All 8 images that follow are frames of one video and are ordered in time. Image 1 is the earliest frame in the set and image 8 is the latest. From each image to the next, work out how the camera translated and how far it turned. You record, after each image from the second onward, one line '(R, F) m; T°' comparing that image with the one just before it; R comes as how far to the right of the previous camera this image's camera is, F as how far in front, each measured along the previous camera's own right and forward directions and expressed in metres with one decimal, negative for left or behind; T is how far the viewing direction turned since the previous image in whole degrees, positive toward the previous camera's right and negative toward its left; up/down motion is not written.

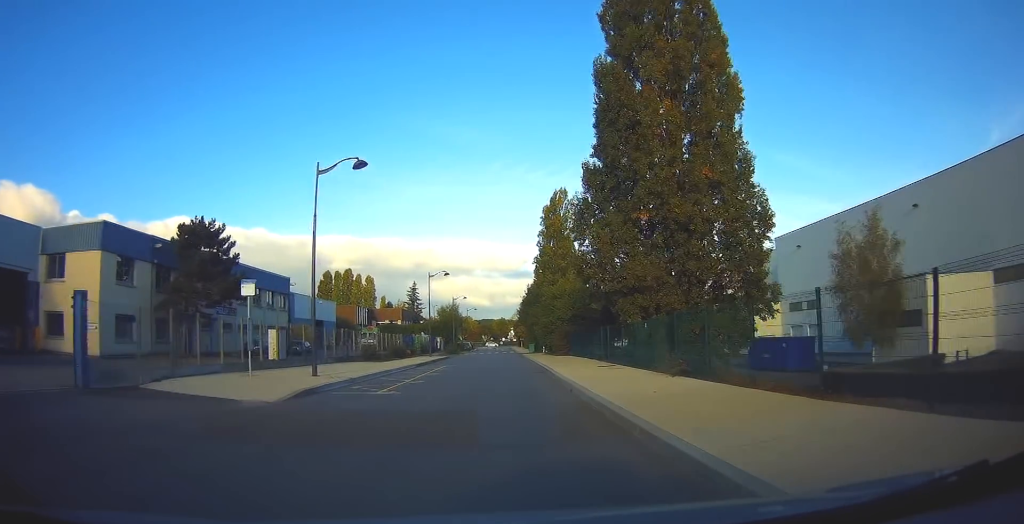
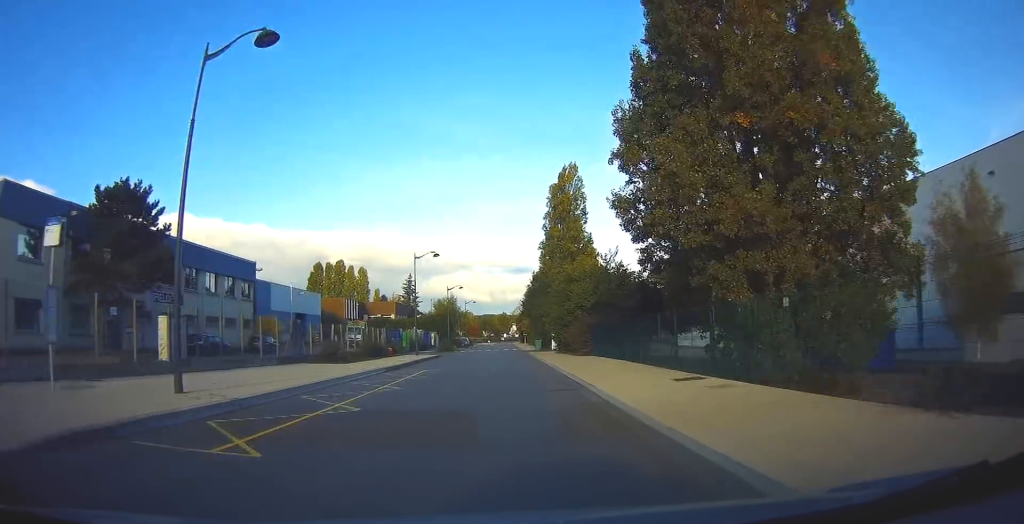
(-0.4, +9.2) m; -4°
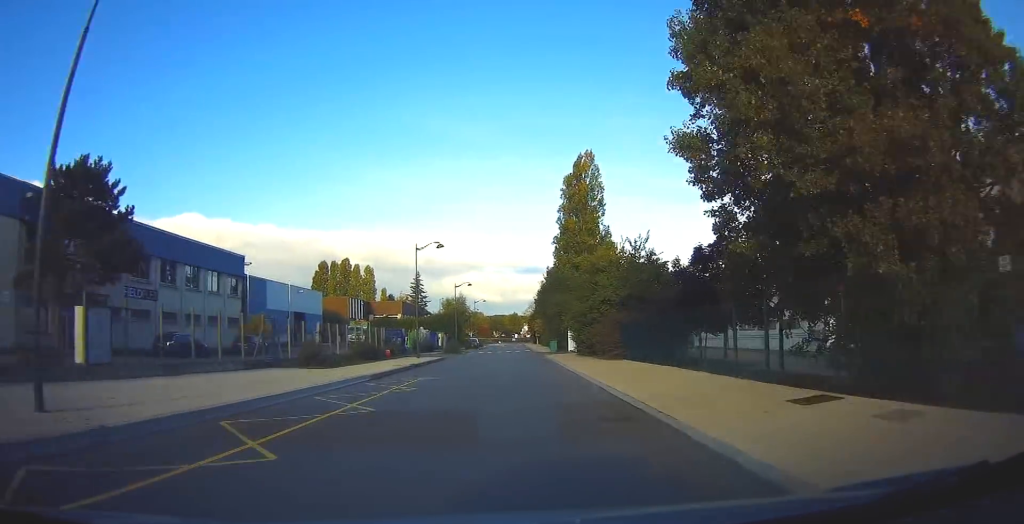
(0.0, +4.8) m; -1°
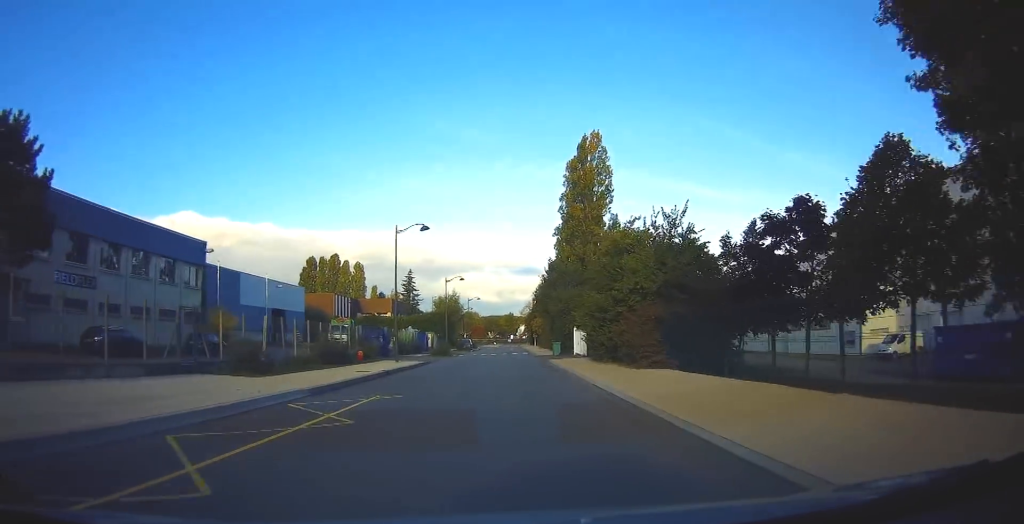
(-0.1, +6.5) m; +1°
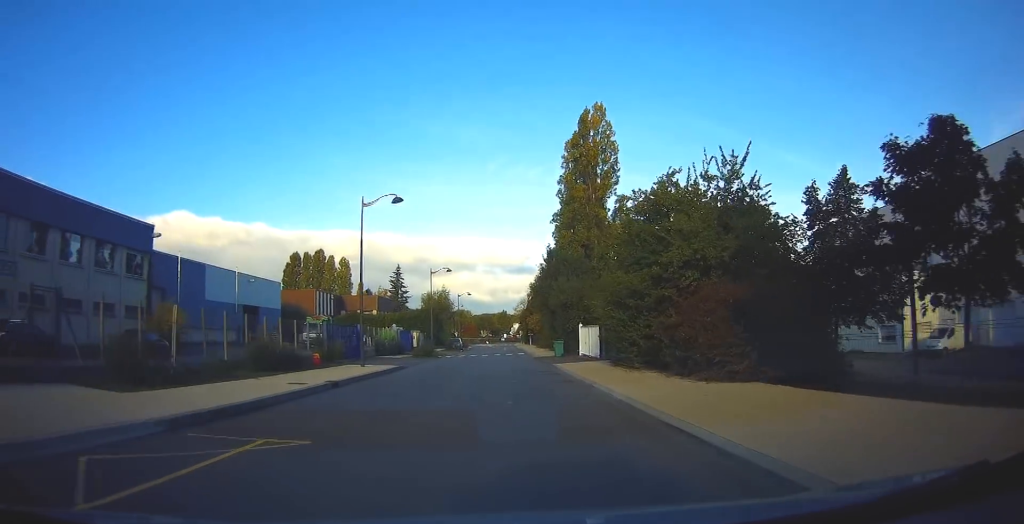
(+0.1, +6.5) m; +1°
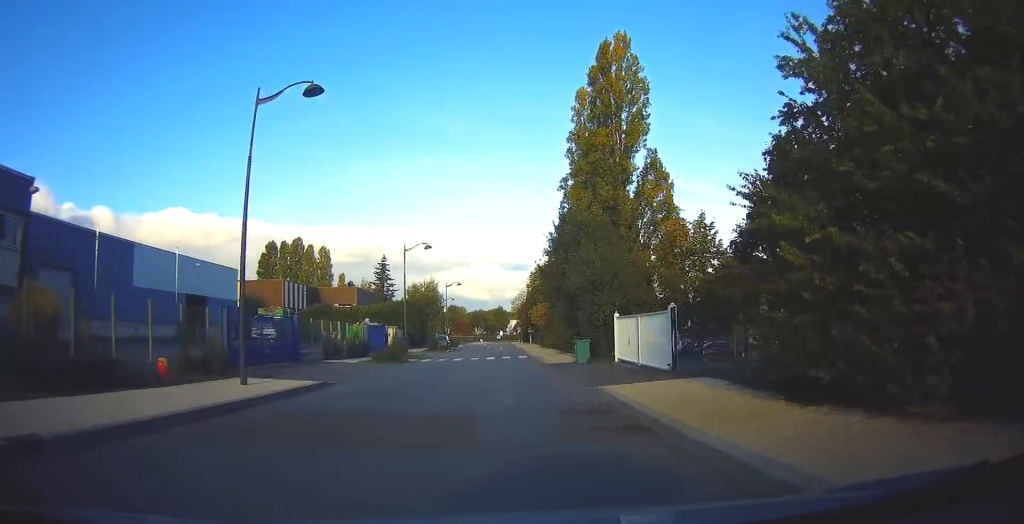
(+0.2, +12.8) m; 0°
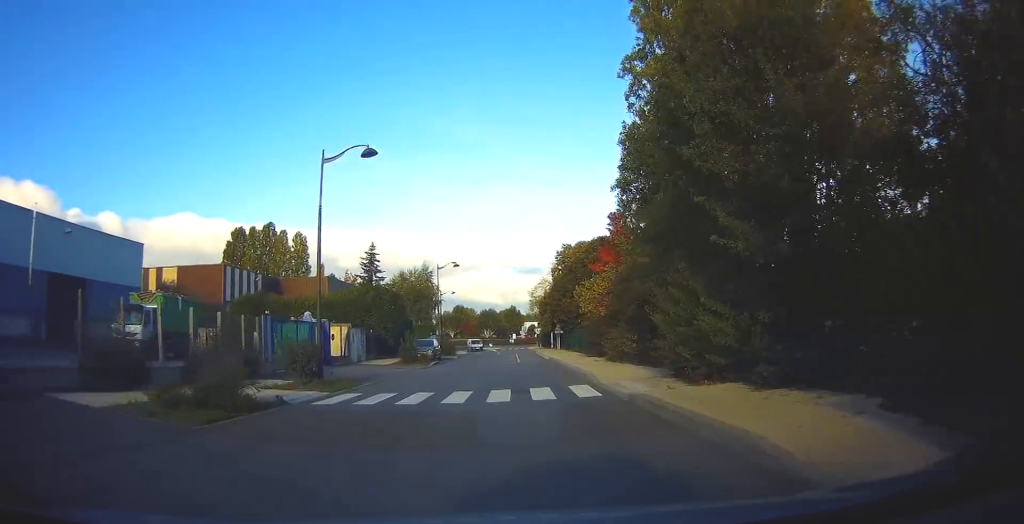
(+0.4, +21.8) m; 0°
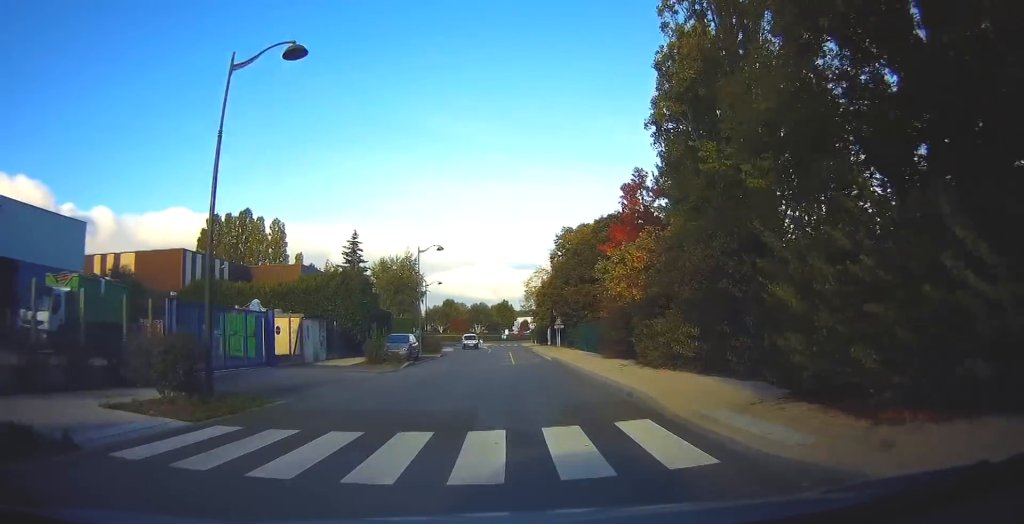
(-0.3, +7.2) m; -1°
